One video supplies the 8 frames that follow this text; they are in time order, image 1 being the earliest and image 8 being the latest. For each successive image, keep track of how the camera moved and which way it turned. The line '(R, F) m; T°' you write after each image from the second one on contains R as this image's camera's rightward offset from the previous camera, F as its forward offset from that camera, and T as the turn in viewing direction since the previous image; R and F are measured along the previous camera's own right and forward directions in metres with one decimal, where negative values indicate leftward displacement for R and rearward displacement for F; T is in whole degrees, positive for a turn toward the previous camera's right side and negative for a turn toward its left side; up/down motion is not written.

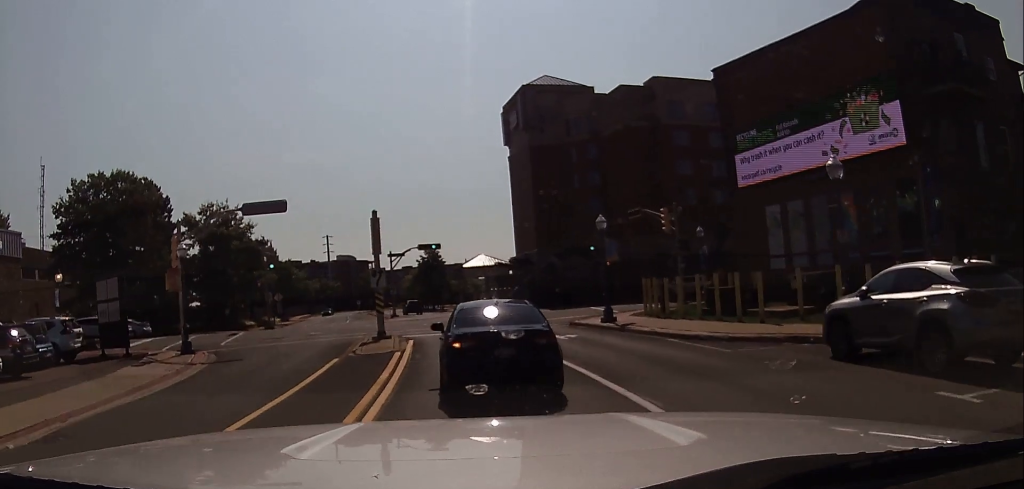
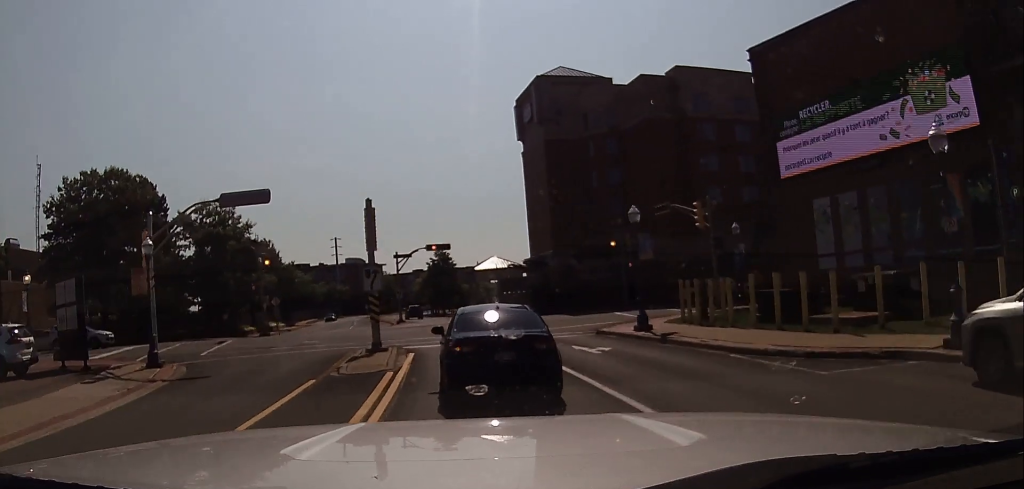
(-0.1, +3.5) m; -2°
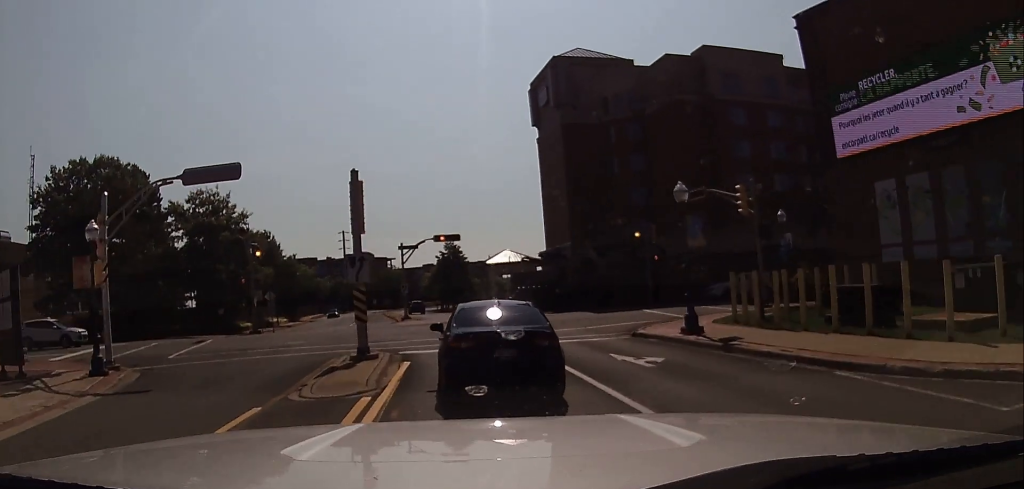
(-0.1, +3.3) m; -2°
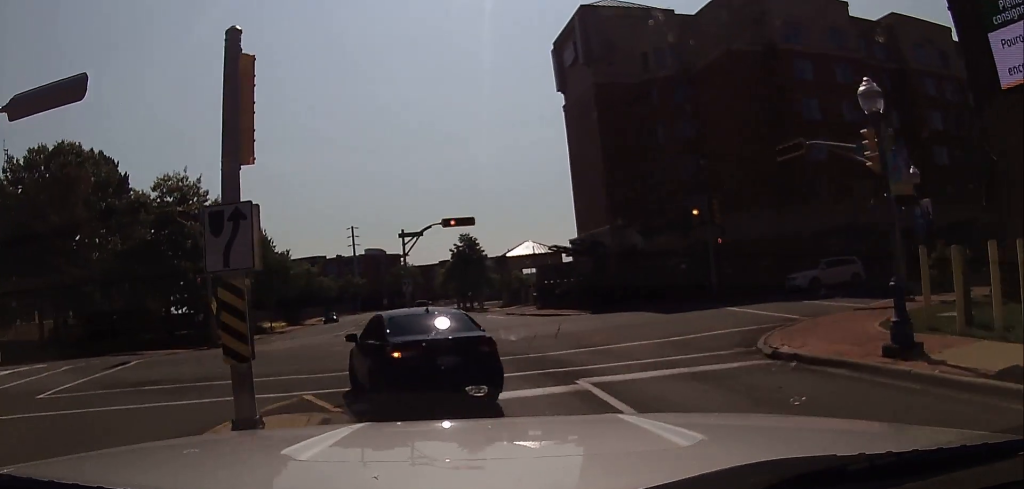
(-0.2, +9.2) m; -4°
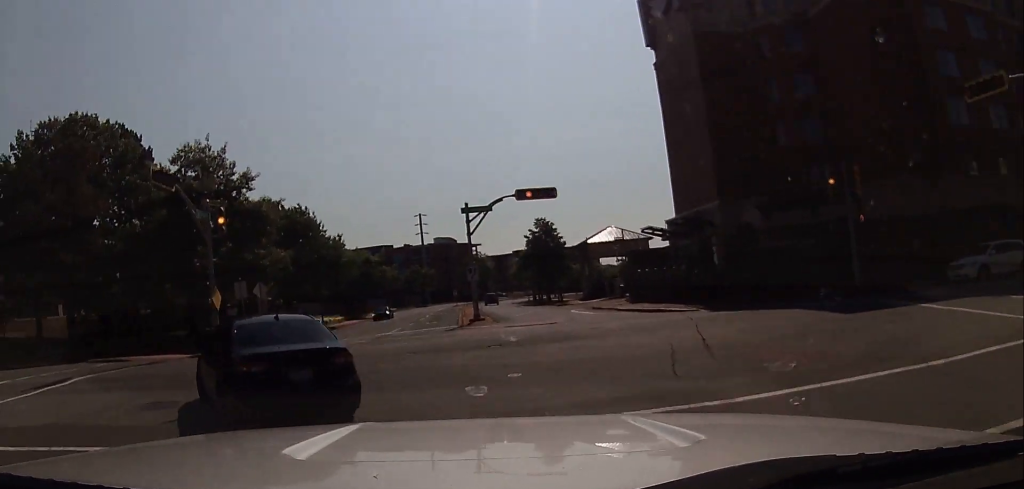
(-0.3, +8.2) m; -7°
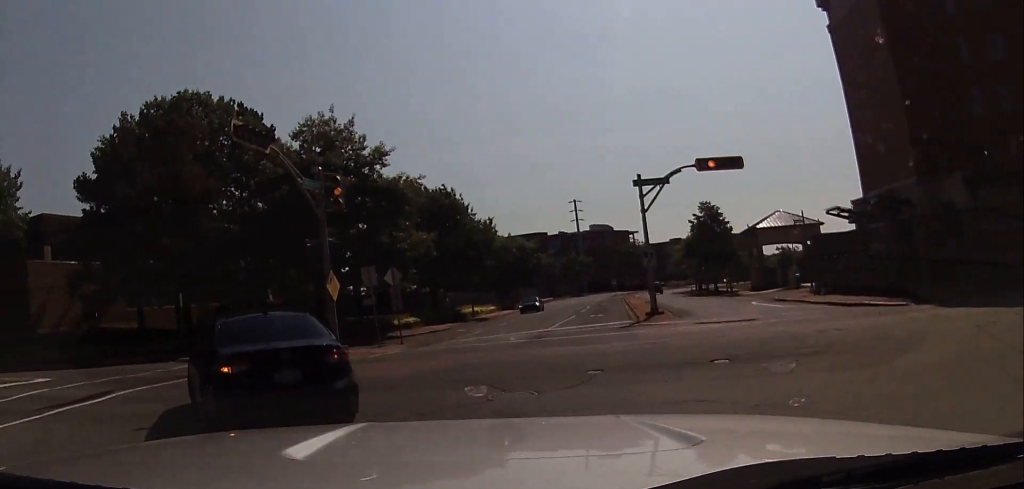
(0.0, +5.2) m; -6°
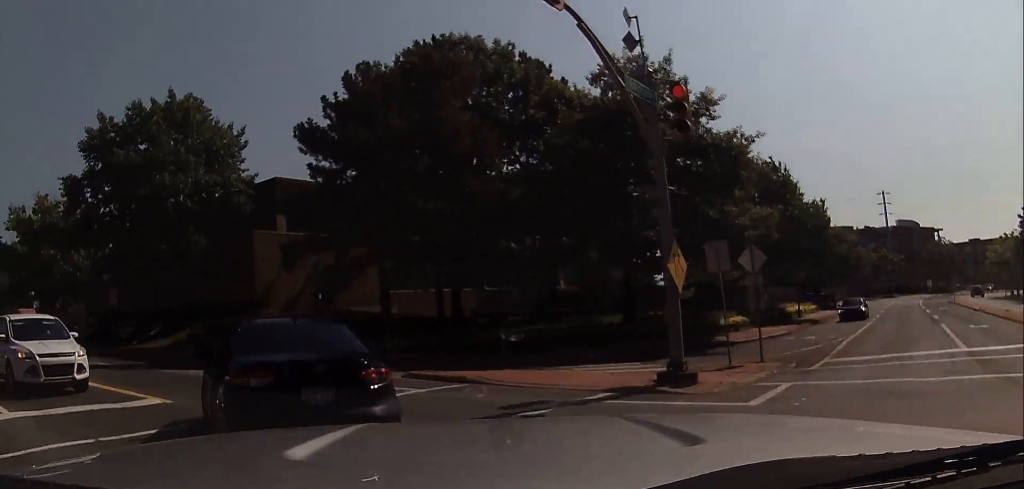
(-1.2, +9.1) m; -21°
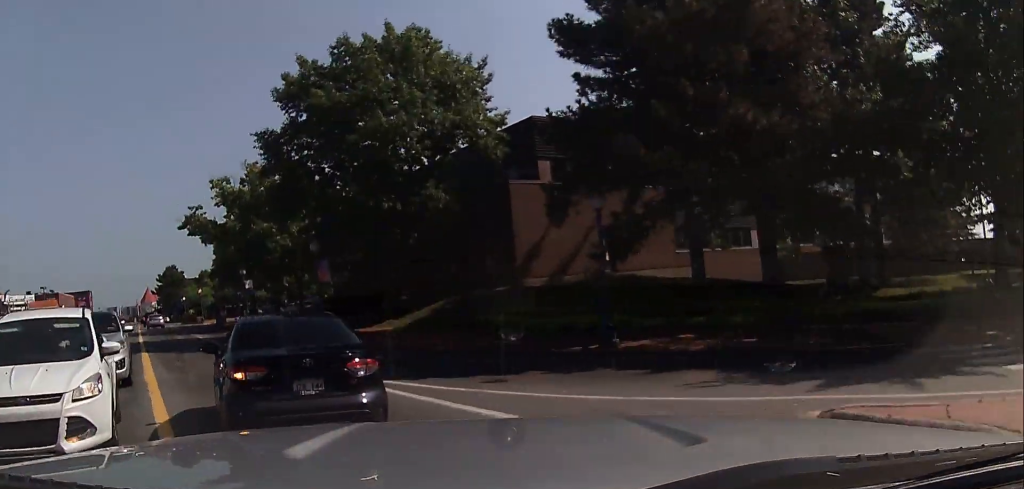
(-2.2, +7.9) m; -27°
